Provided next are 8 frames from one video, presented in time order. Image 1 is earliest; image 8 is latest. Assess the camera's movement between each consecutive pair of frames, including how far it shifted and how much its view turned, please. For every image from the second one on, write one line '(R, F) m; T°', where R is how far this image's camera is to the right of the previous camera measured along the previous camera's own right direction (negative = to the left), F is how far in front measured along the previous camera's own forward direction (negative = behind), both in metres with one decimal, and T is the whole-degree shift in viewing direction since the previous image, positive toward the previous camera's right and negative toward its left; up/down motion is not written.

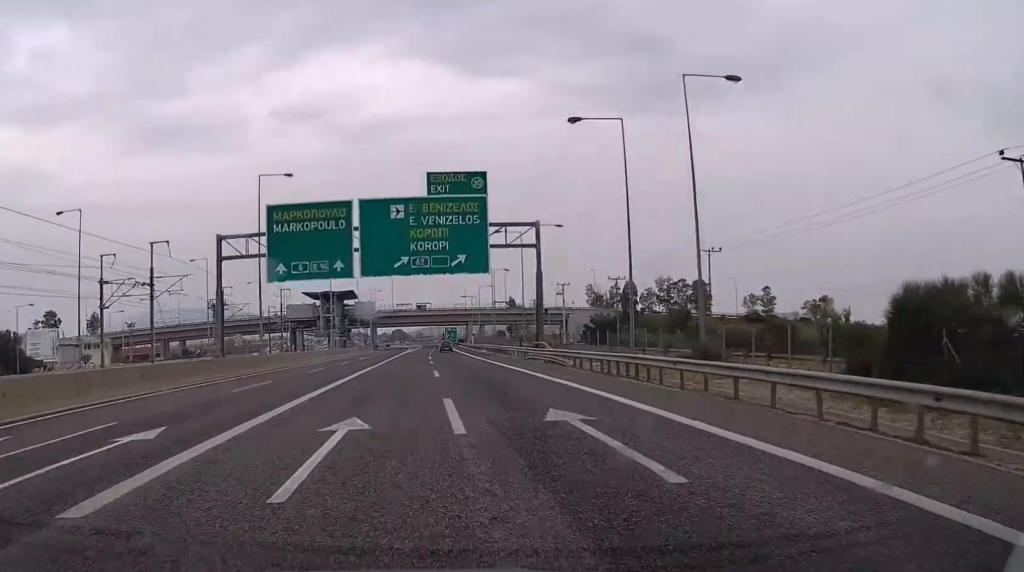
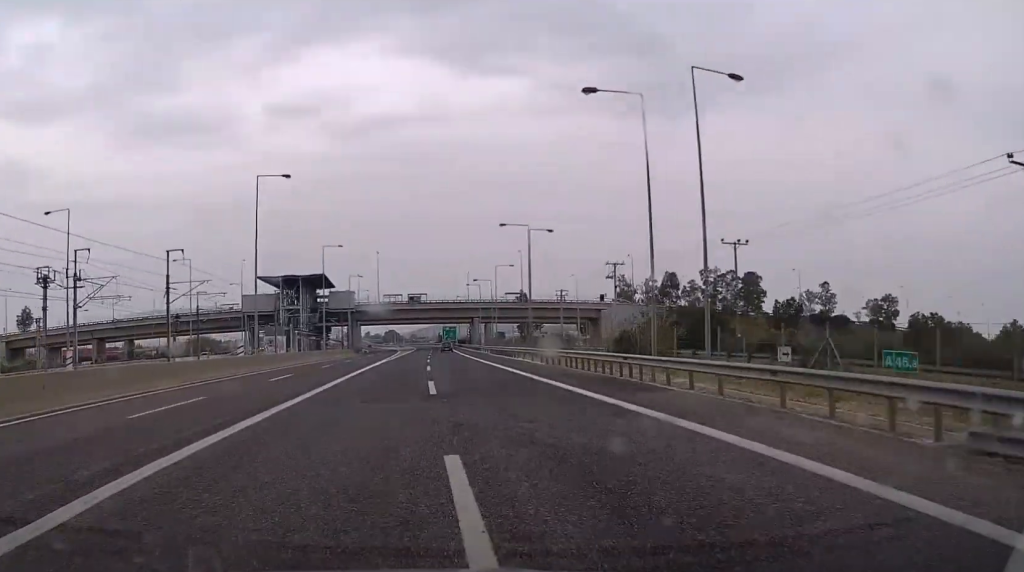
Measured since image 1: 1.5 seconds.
(-0.1, +44.9) m; 0°
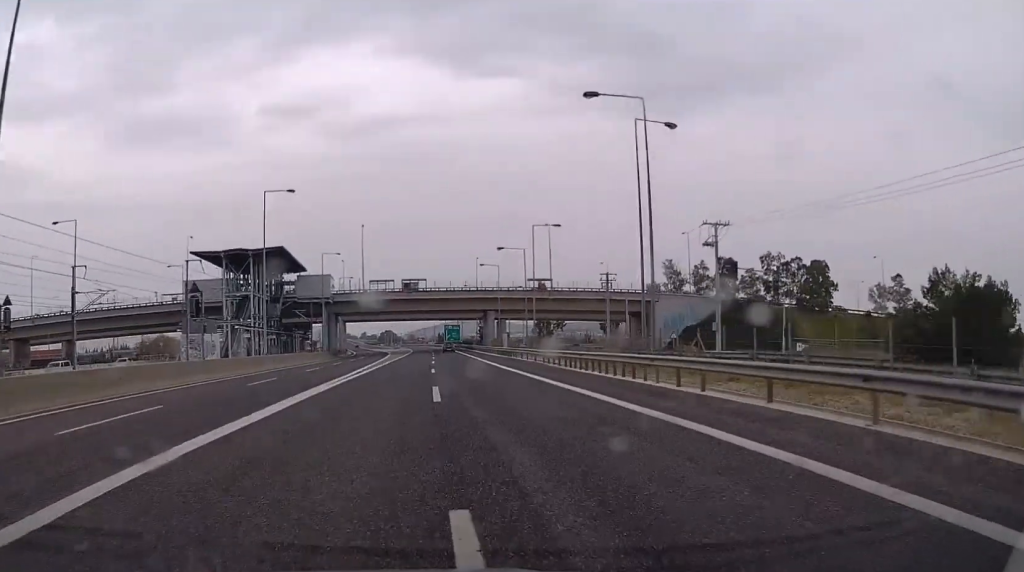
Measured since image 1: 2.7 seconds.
(+0.2, +38.7) m; 0°
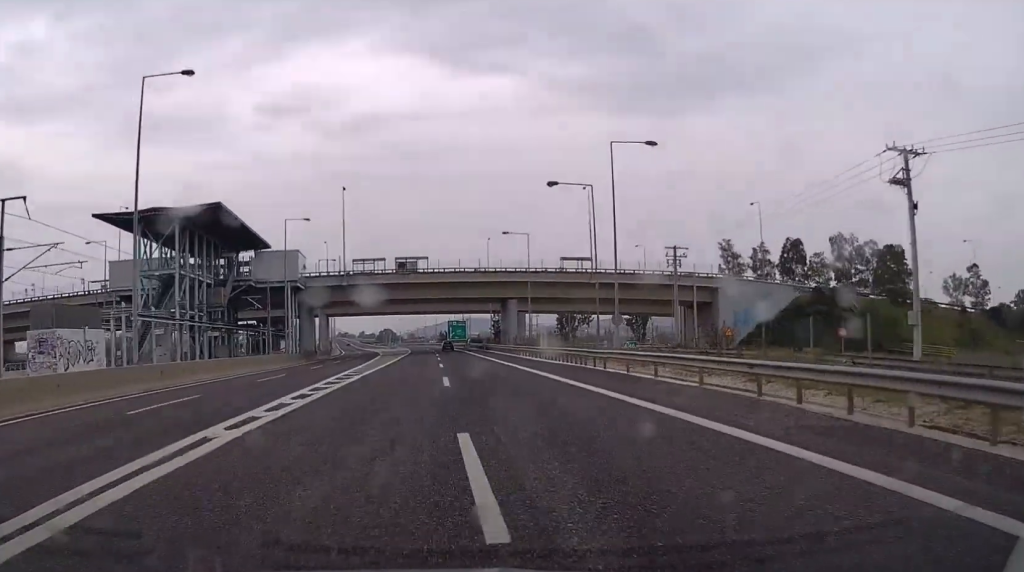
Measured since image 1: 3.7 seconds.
(-0.1, +30.7) m; 0°
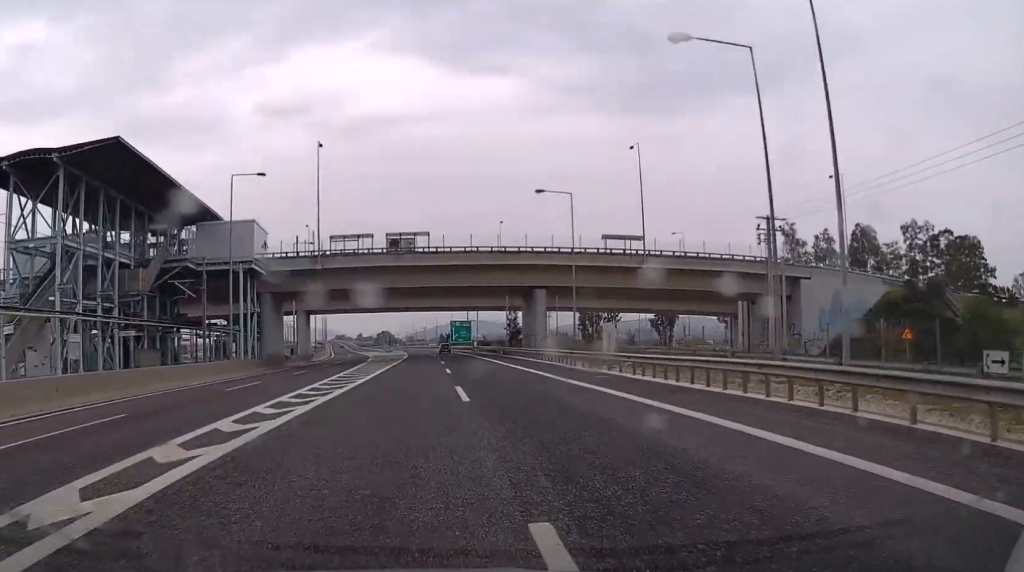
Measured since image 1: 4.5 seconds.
(0.0, +23.5) m; 0°
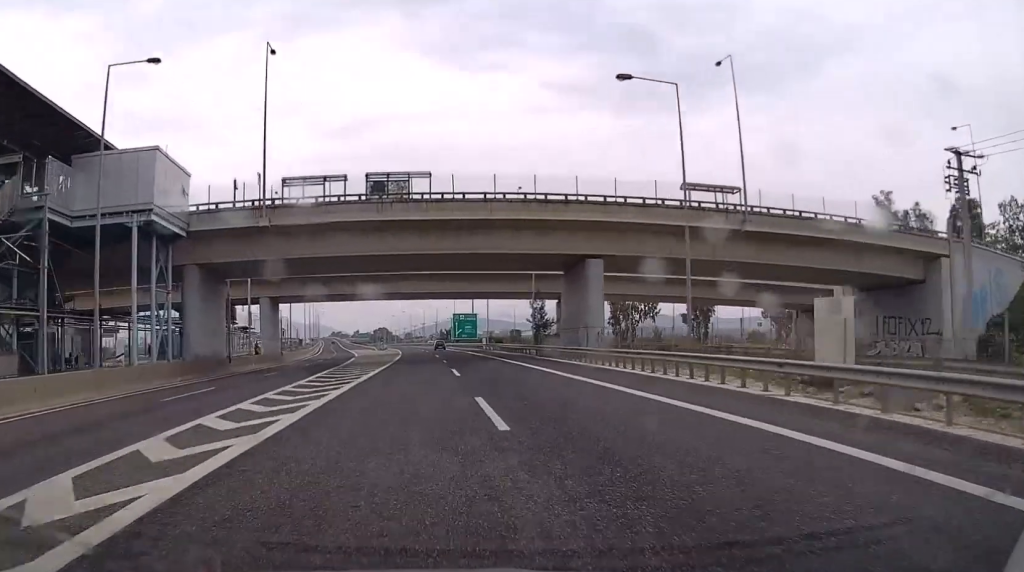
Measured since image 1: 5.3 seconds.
(-0.1, +24.6) m; 0°
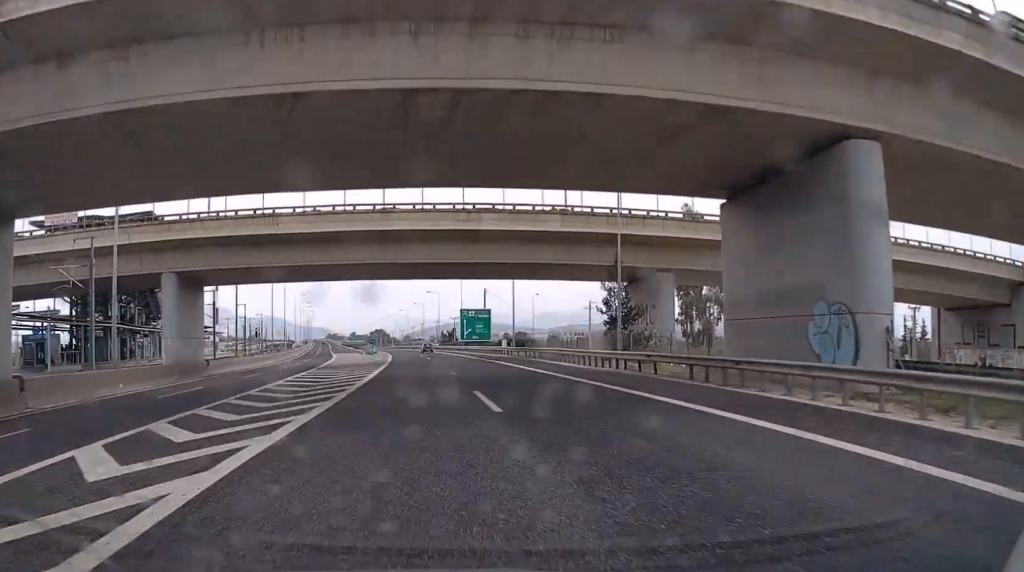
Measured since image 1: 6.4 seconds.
(+0.2, +32.9) m; 0°
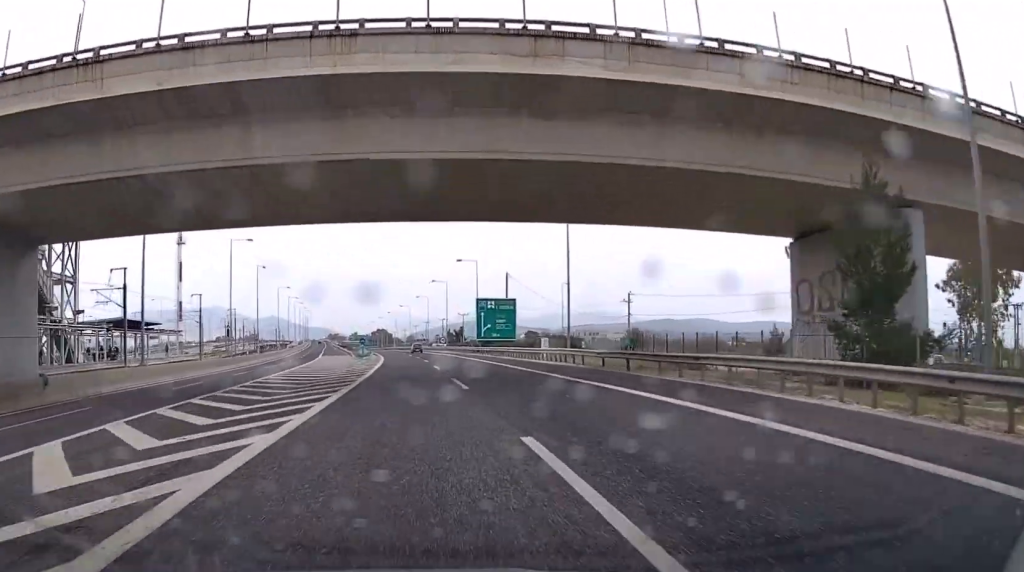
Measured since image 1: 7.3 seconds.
(0.0, +28.7) m; 0°
